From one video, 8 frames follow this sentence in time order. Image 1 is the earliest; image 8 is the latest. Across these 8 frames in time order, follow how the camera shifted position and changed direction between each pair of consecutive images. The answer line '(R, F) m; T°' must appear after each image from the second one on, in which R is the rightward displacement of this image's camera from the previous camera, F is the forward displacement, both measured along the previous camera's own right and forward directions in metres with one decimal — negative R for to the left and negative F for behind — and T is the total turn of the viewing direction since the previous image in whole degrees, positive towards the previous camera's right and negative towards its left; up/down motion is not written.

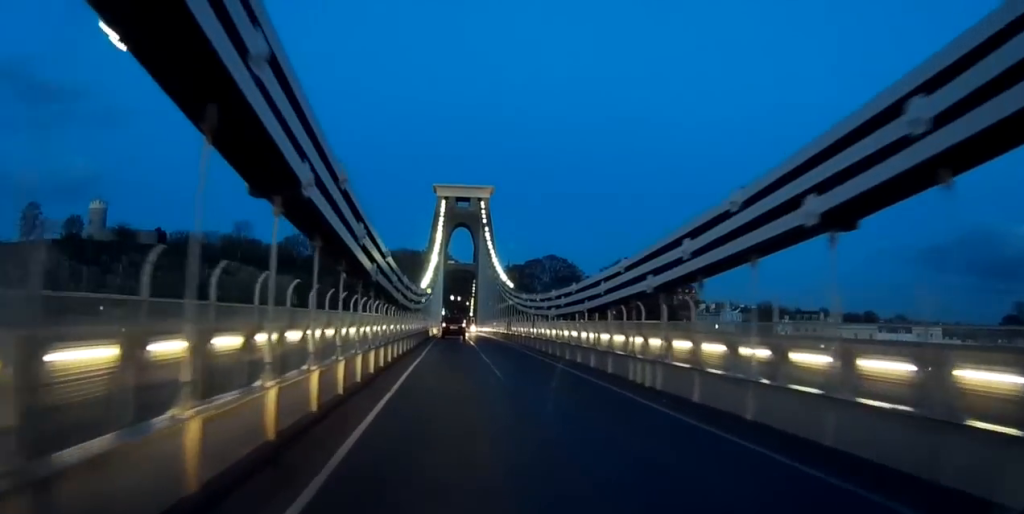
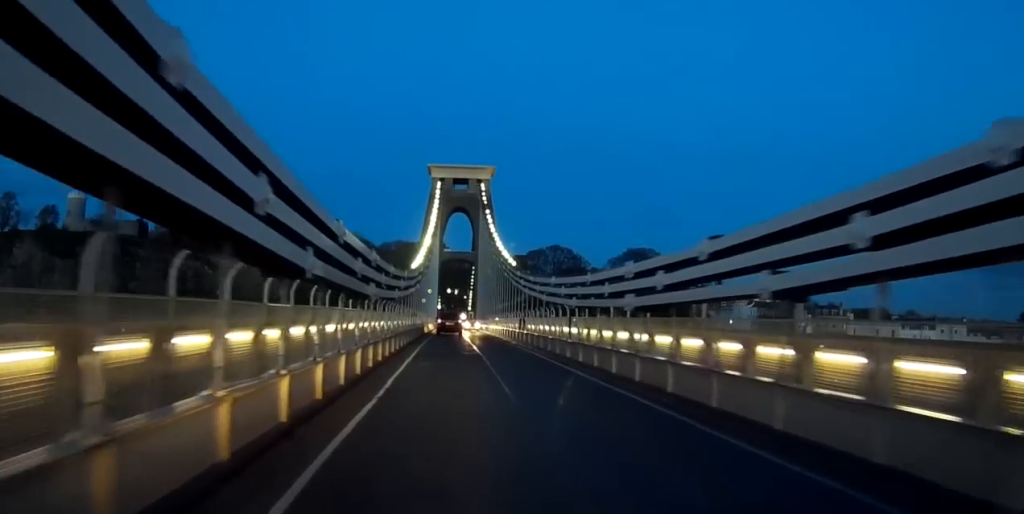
(+0.1, +13.6) m; +1°
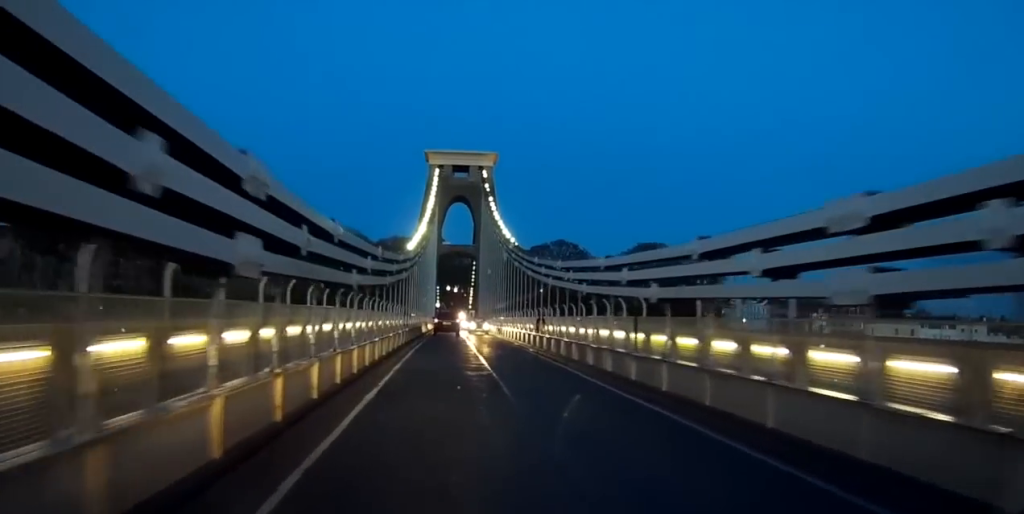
(0.0, +9.7) m; 0°
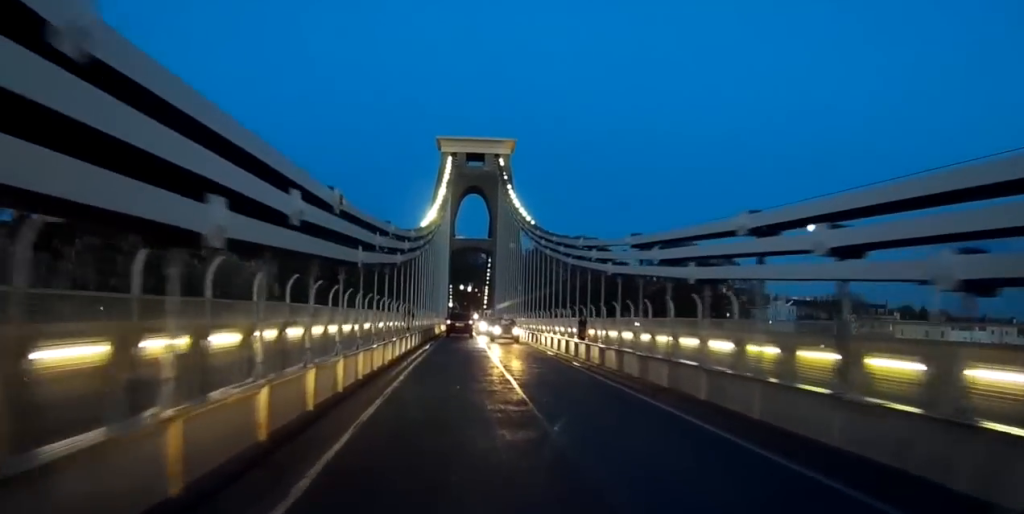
(-0.1, +8.8) m; 0°
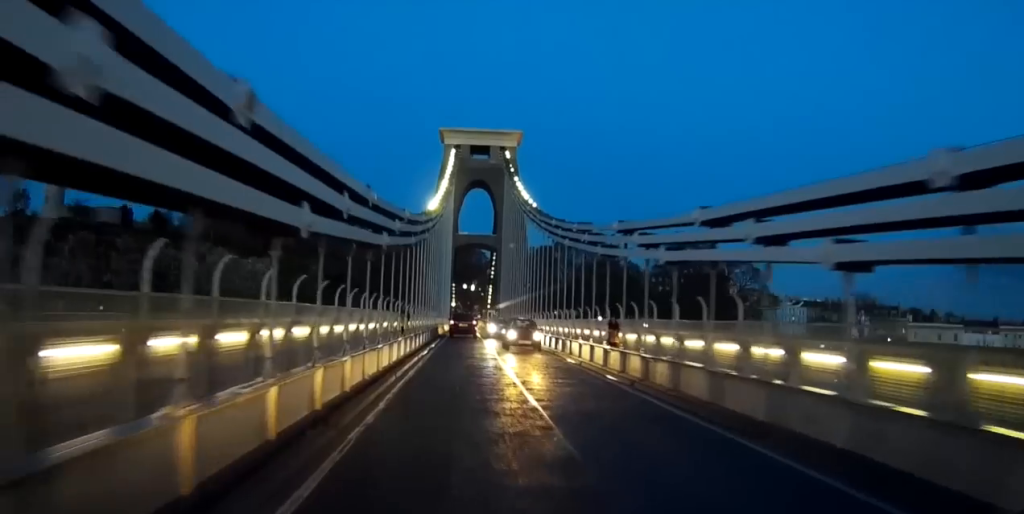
(0.0, +4.8) m; +1°
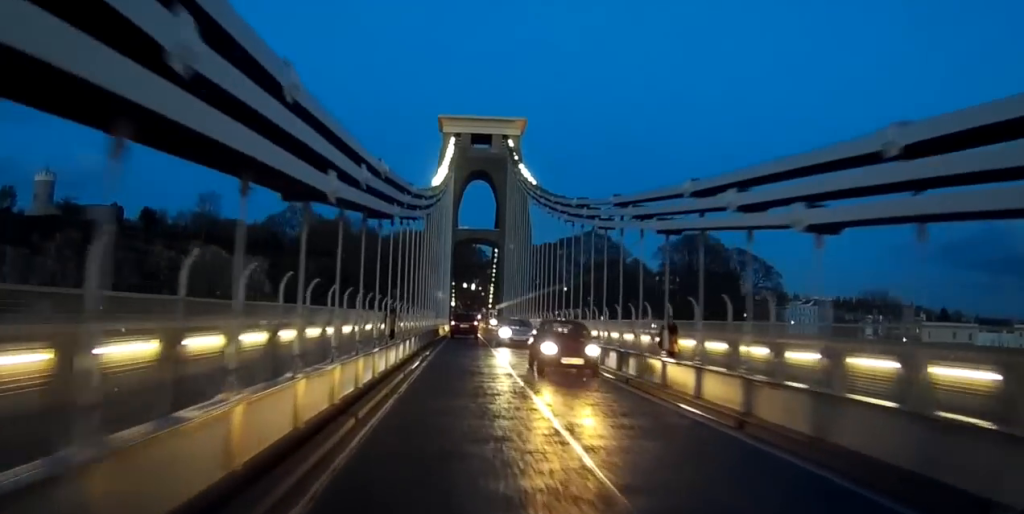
(0.0, +6.4) m; +2°
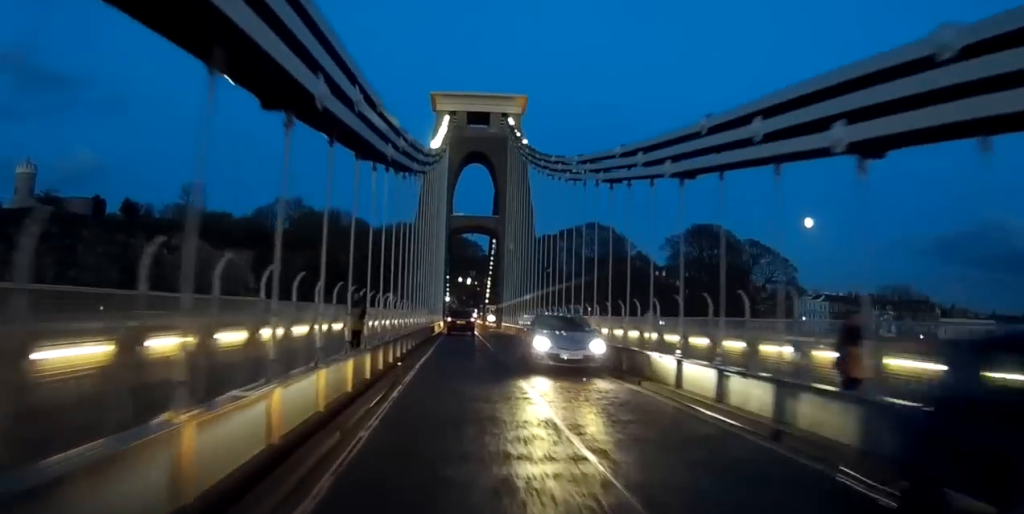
(+0.3, +8.4) m; +2°
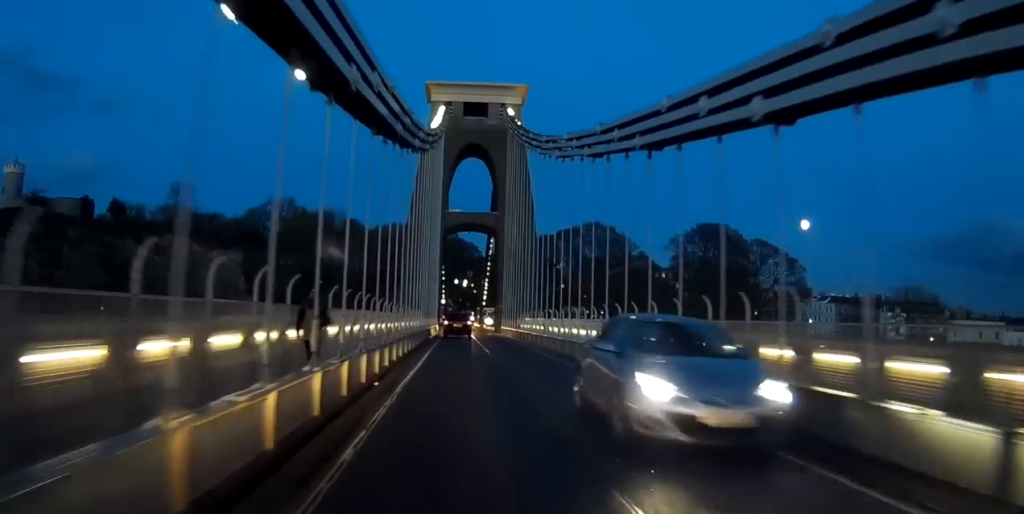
(0.0, +4.9) m; 0°
